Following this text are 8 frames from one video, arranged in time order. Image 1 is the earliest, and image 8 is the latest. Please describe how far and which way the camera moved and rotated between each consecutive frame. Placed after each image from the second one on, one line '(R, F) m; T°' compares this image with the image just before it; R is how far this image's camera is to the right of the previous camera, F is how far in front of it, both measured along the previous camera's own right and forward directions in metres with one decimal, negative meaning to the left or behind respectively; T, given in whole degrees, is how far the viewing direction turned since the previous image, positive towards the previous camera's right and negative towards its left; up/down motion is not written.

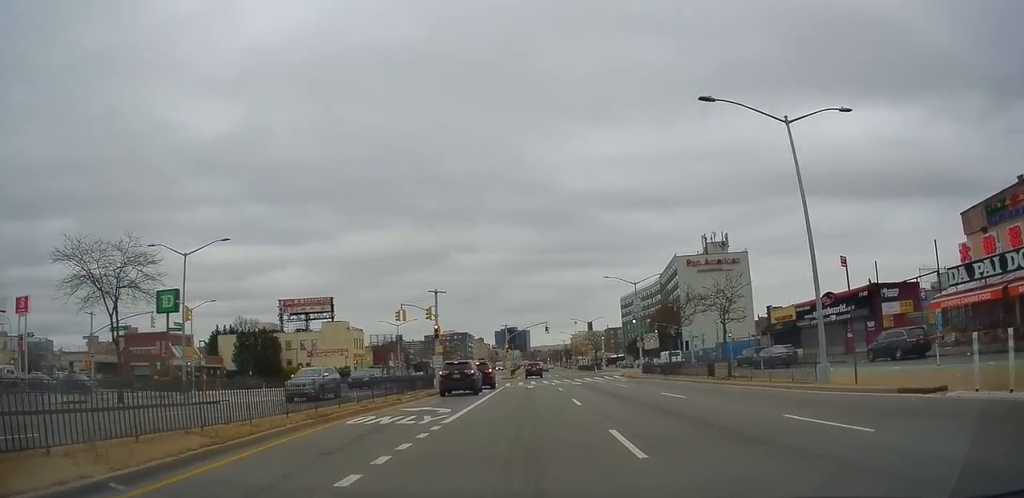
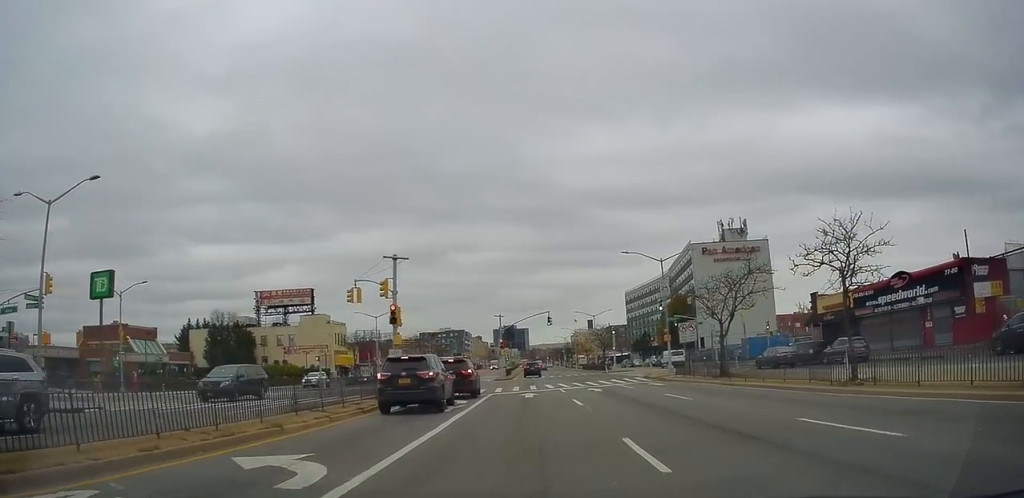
(-0.3, +11.5) m; -1°
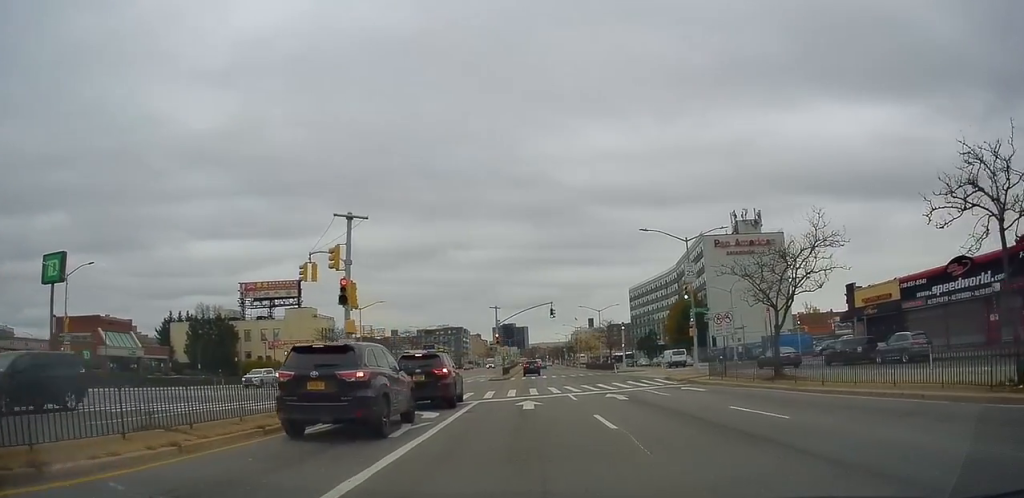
(-0.1, +7.1) m; 0°
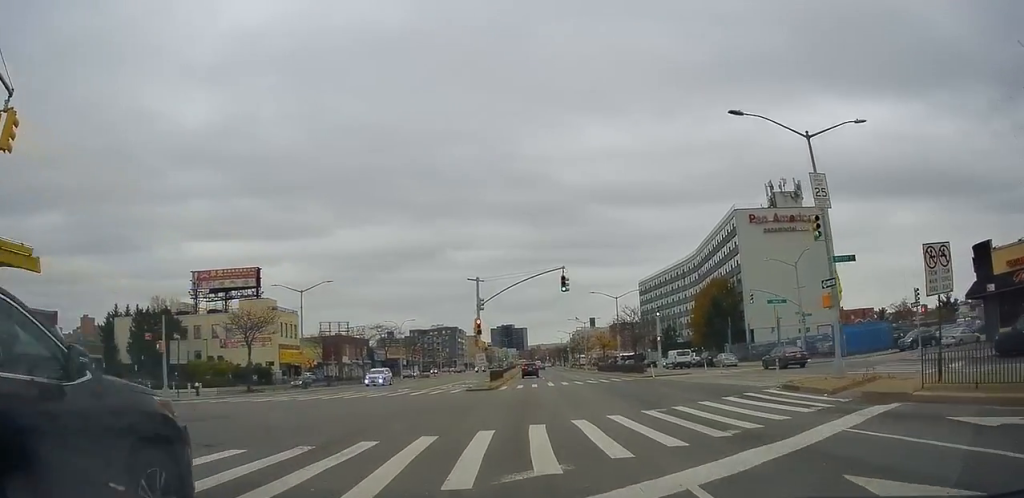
(+0.6, +17.7) m; 0°
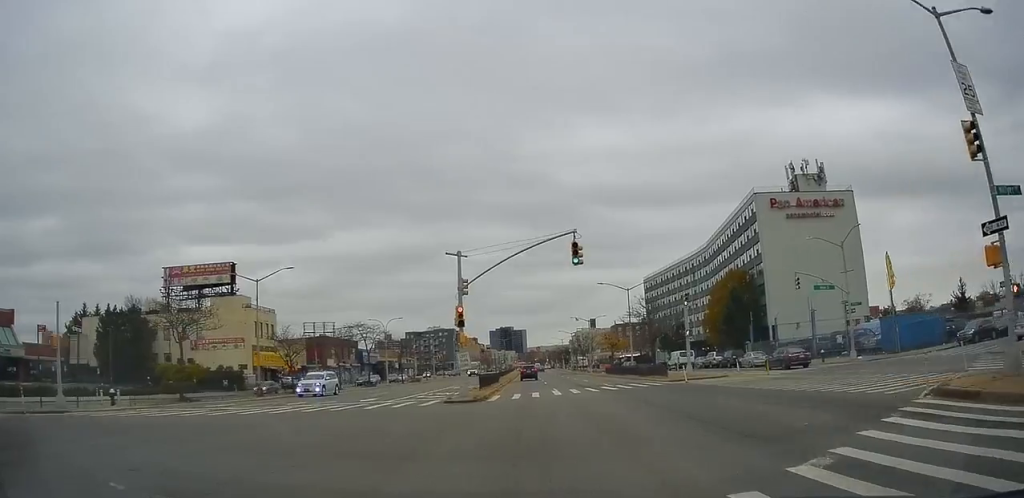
(-0.1, +8.5) m; -1°
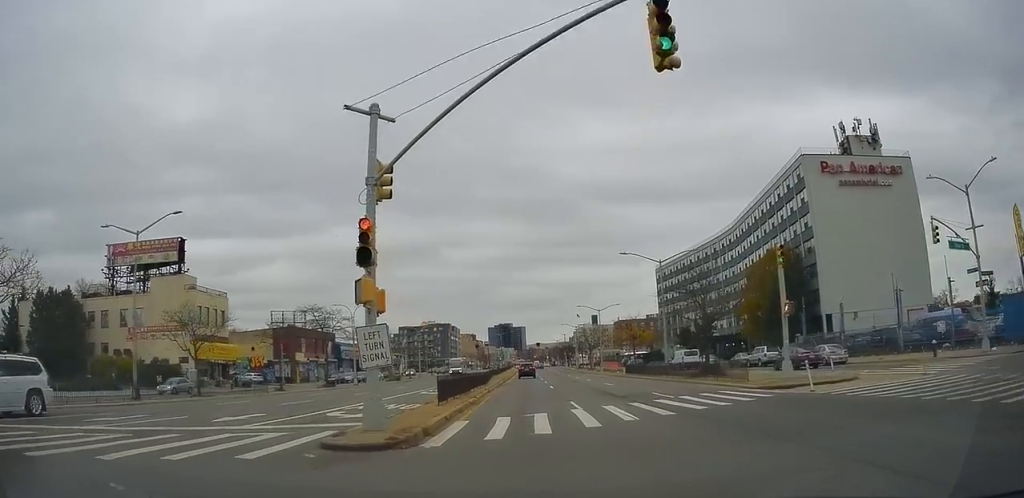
(-0.1, +14.7) m; +1°
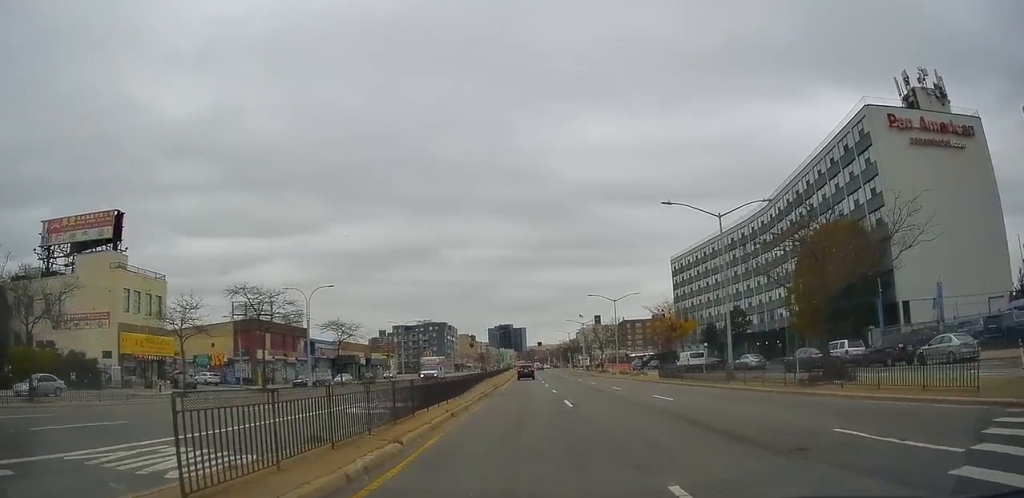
(+0.2, +14.0) m; +1°
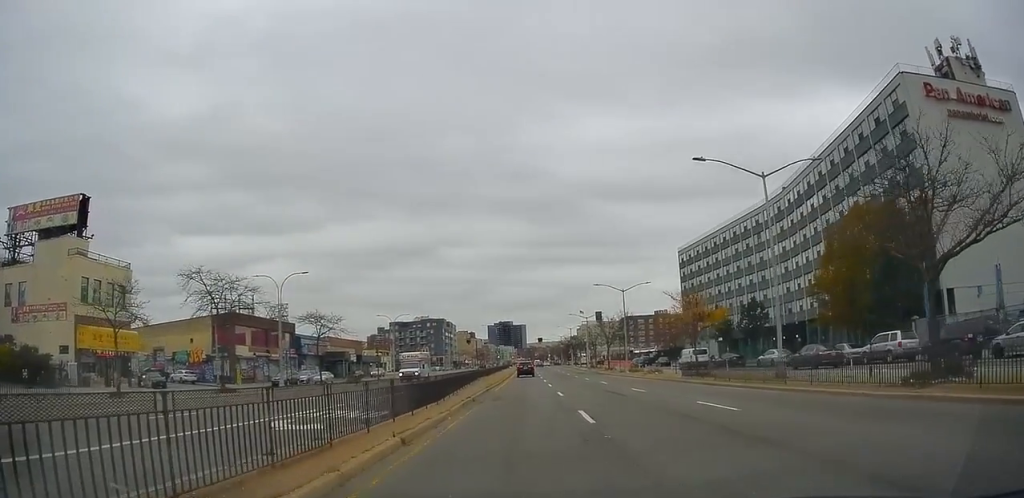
(0.0, +6.2) m; 0°
